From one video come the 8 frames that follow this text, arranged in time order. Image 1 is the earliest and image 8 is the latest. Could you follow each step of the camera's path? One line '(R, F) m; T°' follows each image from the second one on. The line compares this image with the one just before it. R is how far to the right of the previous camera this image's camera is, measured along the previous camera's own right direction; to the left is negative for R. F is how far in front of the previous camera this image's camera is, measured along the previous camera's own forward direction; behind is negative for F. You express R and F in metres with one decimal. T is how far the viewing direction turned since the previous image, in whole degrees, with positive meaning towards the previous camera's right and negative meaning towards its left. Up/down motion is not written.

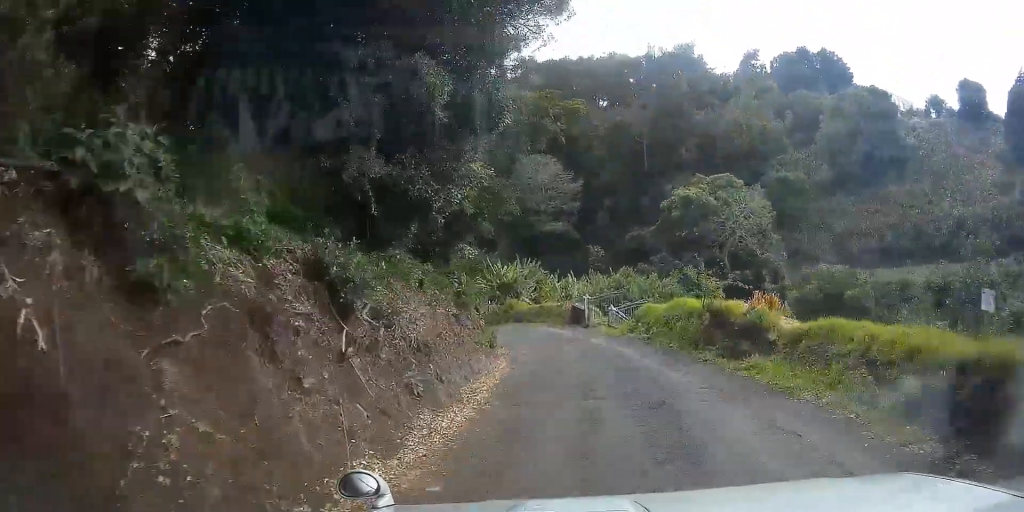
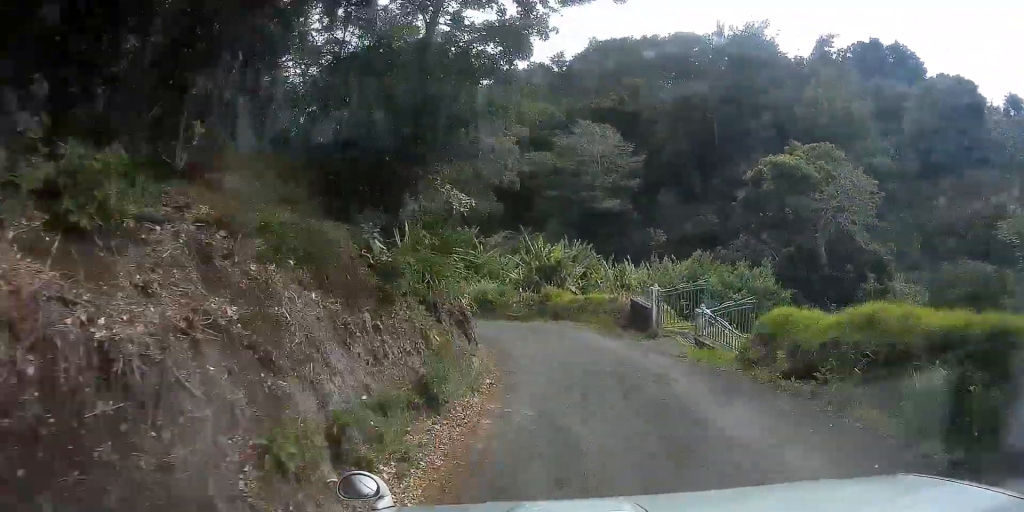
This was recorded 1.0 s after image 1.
(-0.2, +10.5) m; -3°
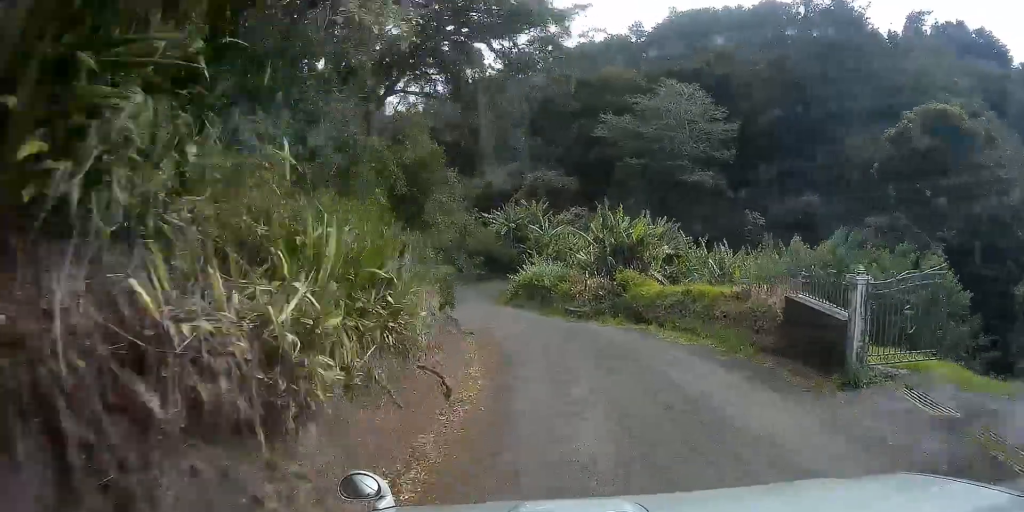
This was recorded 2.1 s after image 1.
(-0.3, +10.4) m; -8°
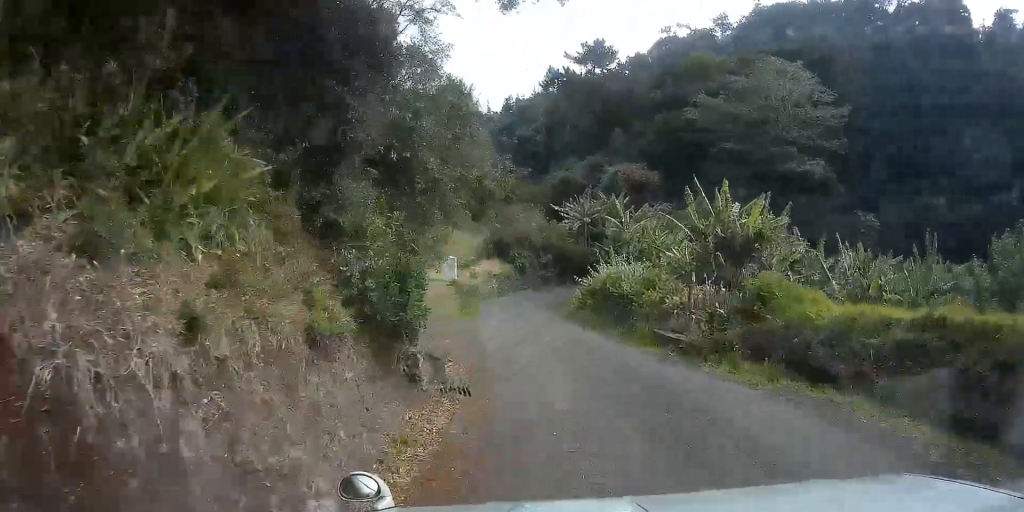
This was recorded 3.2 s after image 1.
(-1.2, +9.4) m; -10°
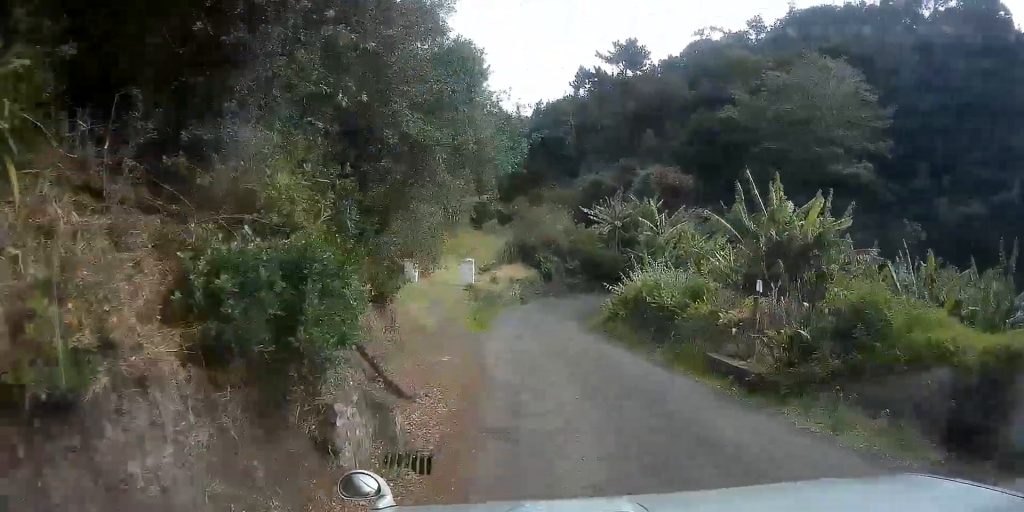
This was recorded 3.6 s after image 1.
(-0.1, +3.2) m; -2°
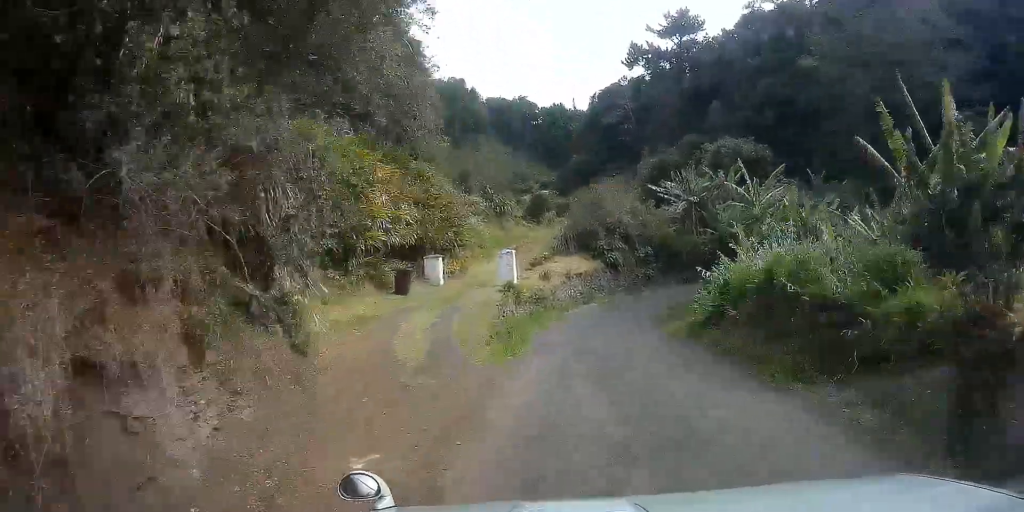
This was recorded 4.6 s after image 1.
(-0.3, +7.7) m; -5°
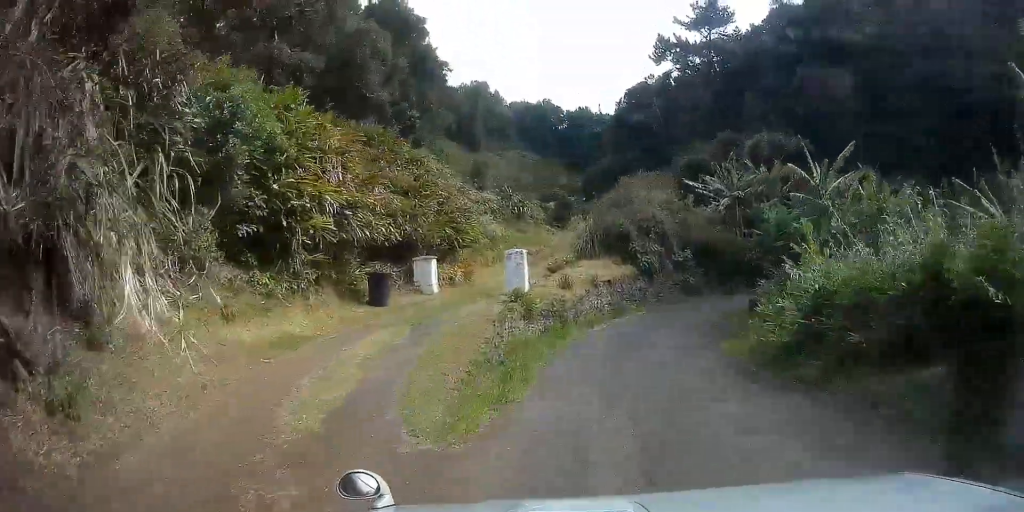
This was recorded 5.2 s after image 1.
(0.0, +5.1) m; -4°
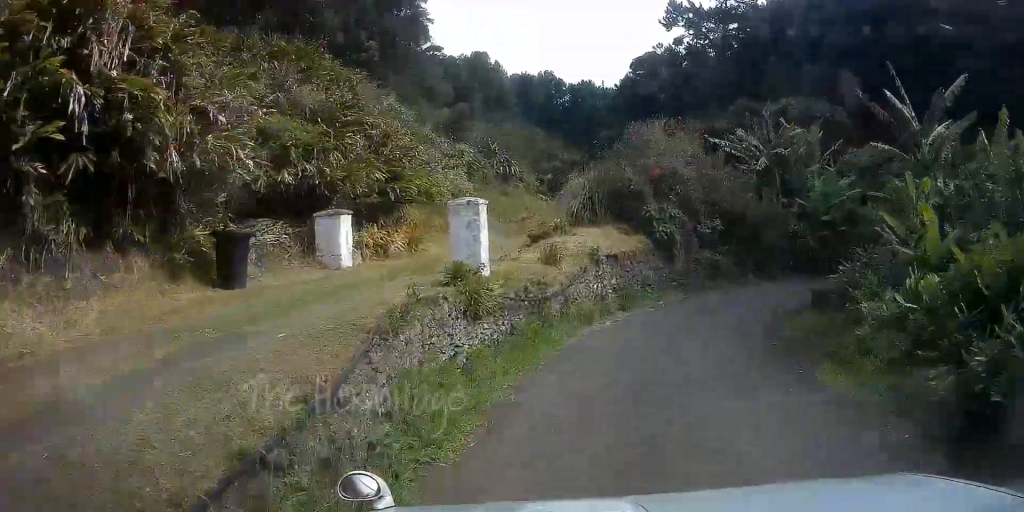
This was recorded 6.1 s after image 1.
(-0.5, +7.1) m; -2°
